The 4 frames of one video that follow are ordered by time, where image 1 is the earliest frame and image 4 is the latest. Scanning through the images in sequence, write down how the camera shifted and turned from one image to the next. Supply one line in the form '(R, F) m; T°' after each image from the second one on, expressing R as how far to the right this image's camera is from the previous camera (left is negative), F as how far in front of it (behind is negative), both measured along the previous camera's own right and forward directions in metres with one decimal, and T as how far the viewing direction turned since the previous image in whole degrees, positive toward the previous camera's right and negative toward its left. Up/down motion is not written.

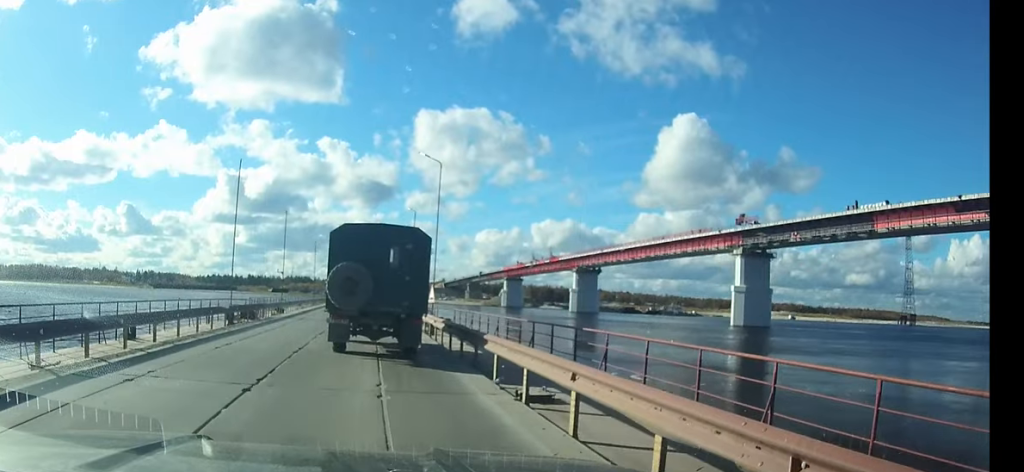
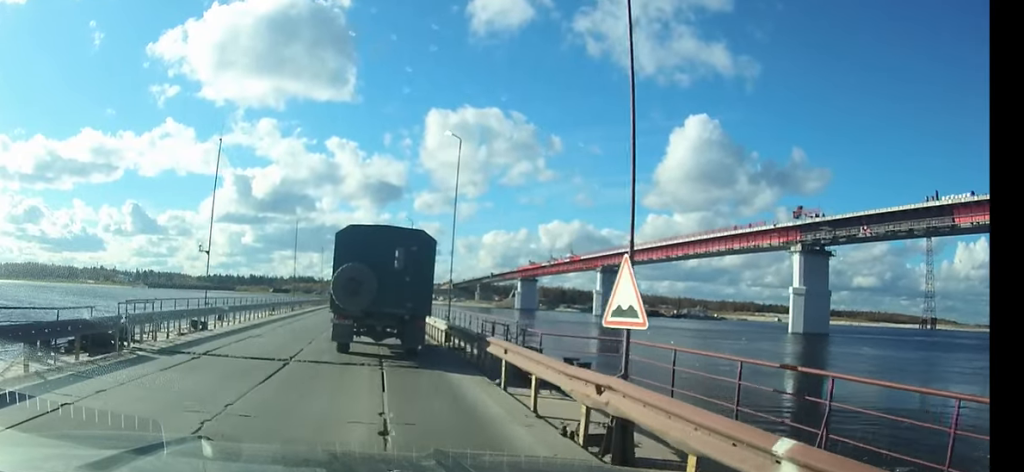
(0.0, +20.0) m; 0°
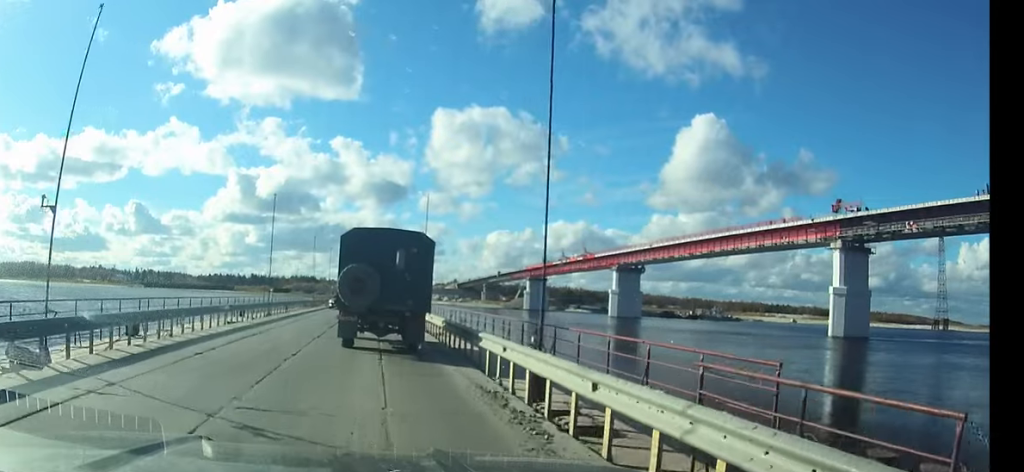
(-0.1, +11.8) m; -1°
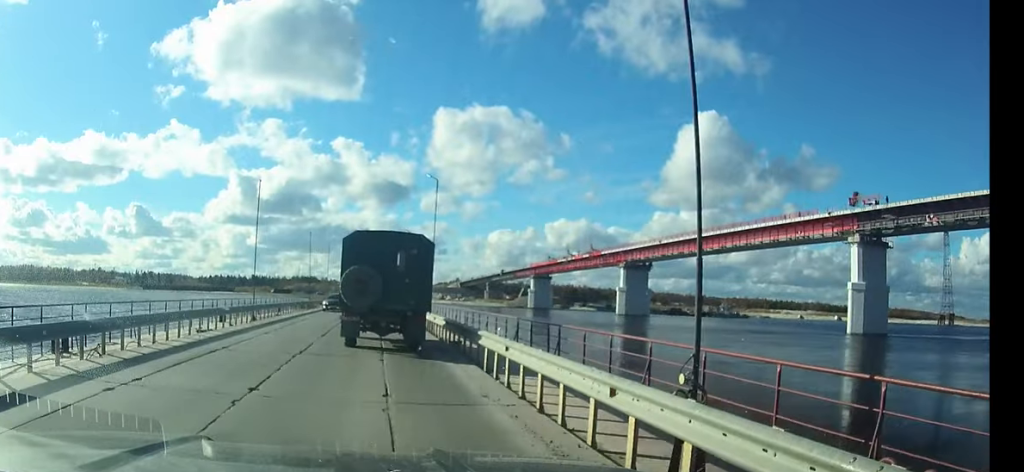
(0.0, +5.2) m; 0°
